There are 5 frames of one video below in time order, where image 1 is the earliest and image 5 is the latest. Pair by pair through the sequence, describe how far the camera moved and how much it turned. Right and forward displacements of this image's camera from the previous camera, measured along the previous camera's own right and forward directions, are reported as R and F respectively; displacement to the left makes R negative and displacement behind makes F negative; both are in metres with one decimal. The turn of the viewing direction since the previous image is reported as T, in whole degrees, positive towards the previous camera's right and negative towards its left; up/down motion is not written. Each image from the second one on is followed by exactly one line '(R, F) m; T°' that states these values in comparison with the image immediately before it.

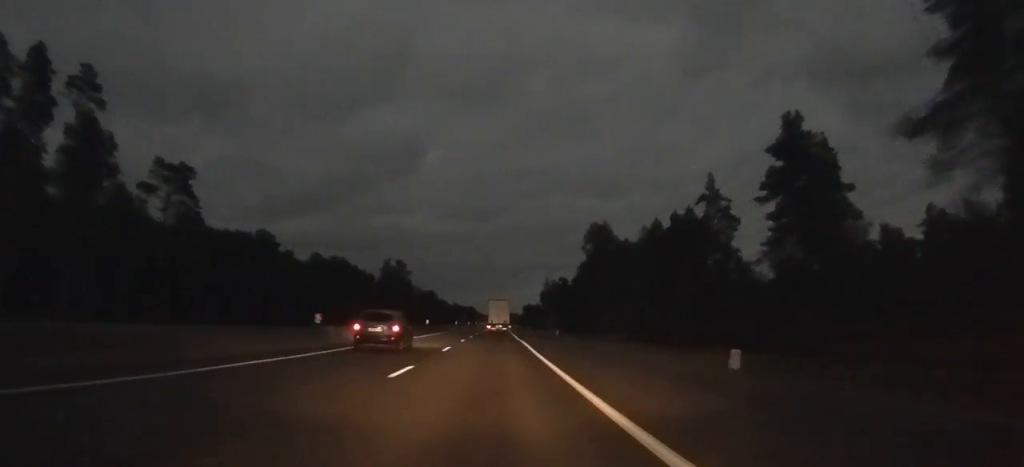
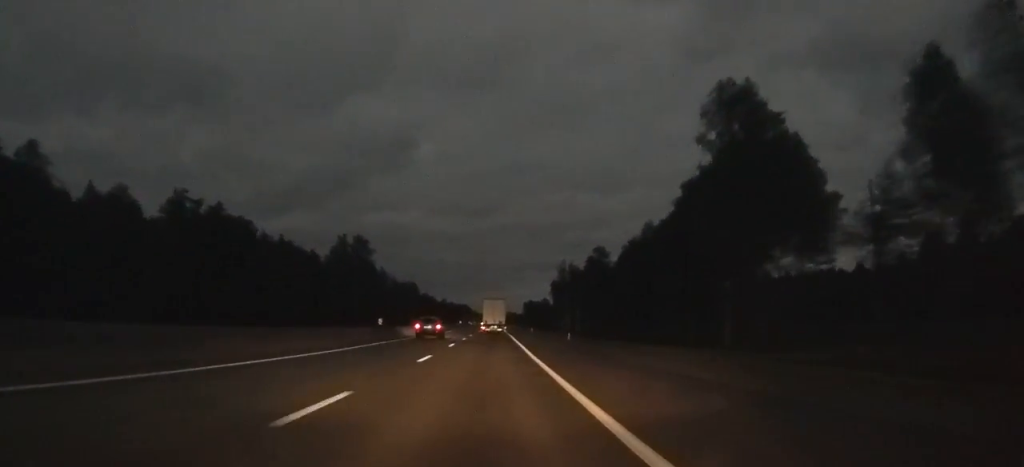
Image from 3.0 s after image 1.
(-0.2, +65.8) m; 0°
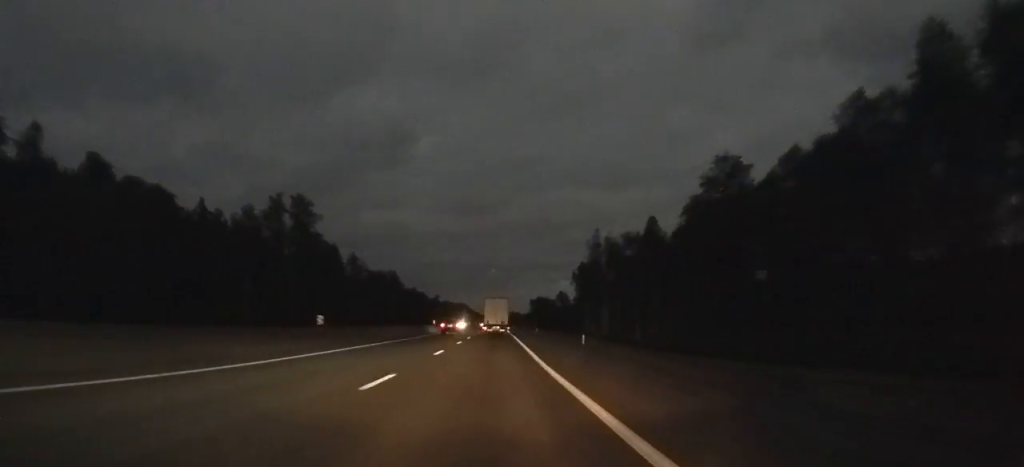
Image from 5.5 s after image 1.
(+0.3, +55.8) m; 0°
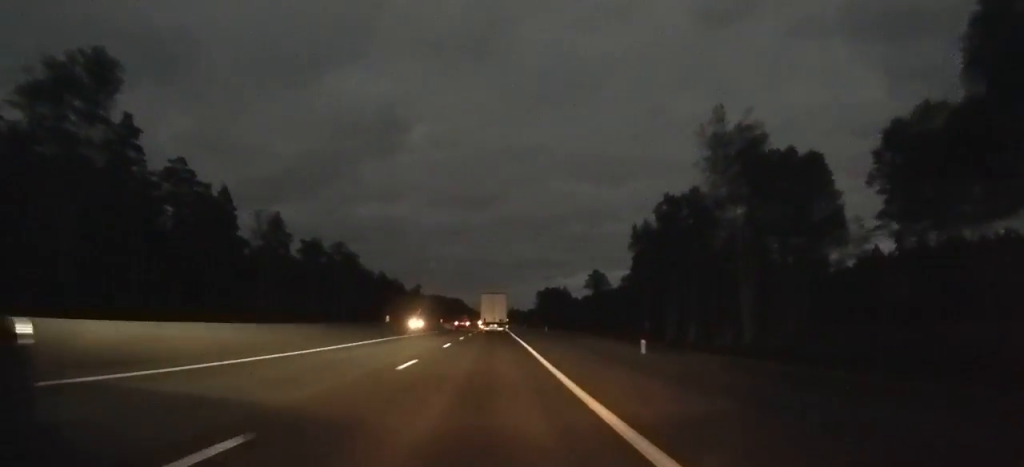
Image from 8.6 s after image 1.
(-0.1, +67.8) m; 0°
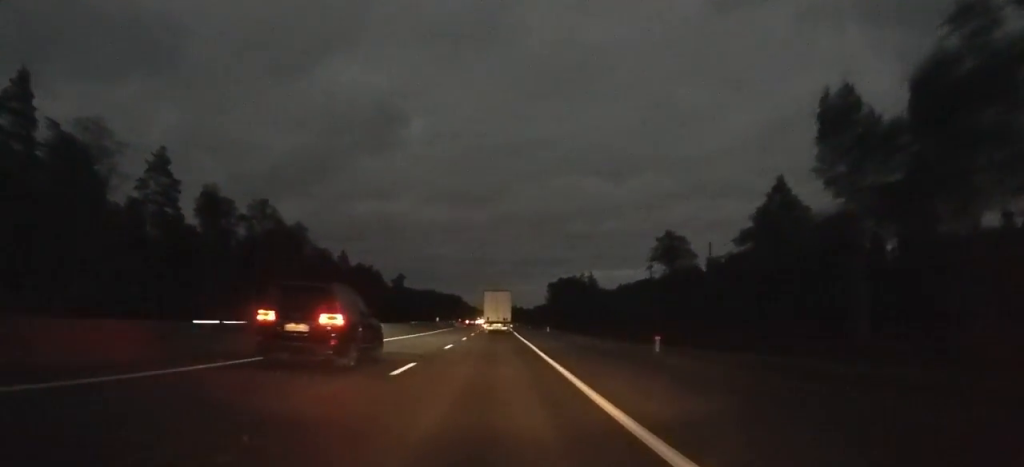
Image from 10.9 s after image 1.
(0.0, +49.9) m; 0°
